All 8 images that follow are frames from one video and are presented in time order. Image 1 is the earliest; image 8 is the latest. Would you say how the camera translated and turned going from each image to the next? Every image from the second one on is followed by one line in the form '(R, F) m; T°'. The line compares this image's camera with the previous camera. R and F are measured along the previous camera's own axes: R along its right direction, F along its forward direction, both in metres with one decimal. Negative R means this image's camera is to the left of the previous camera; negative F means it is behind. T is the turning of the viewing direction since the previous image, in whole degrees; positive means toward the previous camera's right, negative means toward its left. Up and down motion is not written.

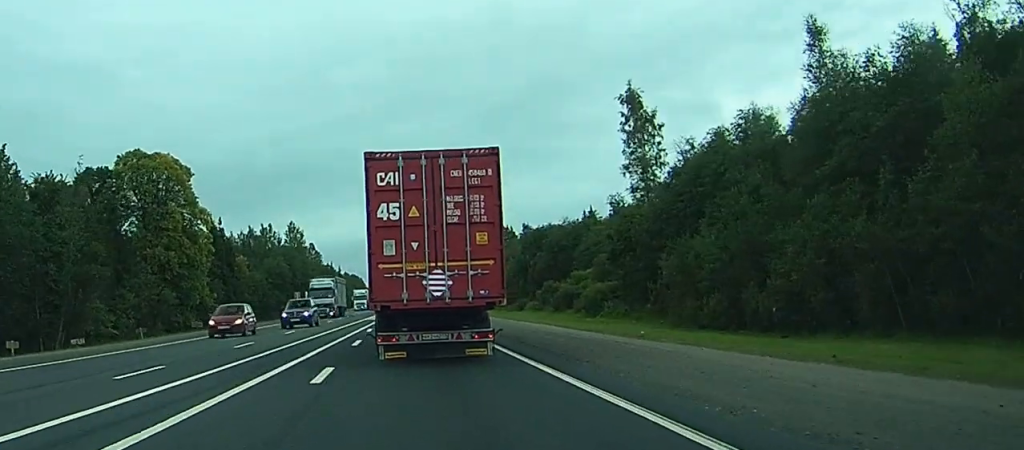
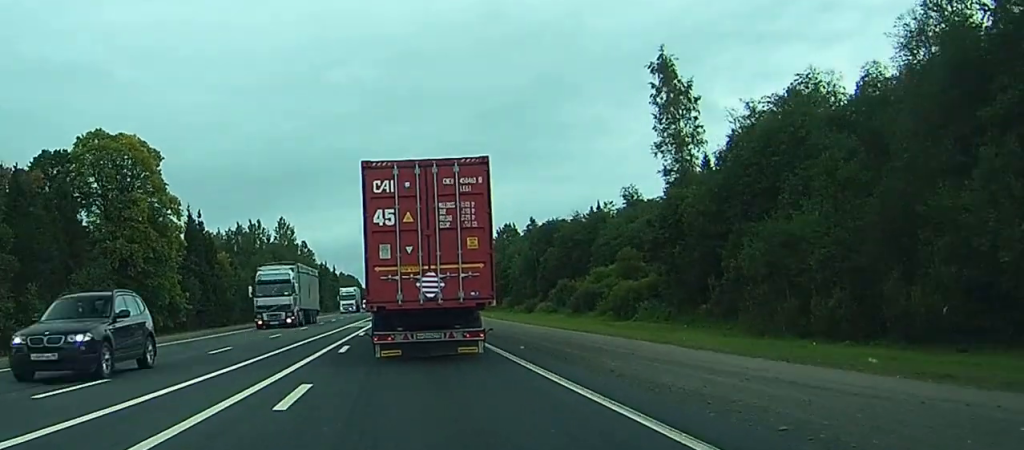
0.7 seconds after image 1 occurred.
(0.0, +15.4) m; 0°
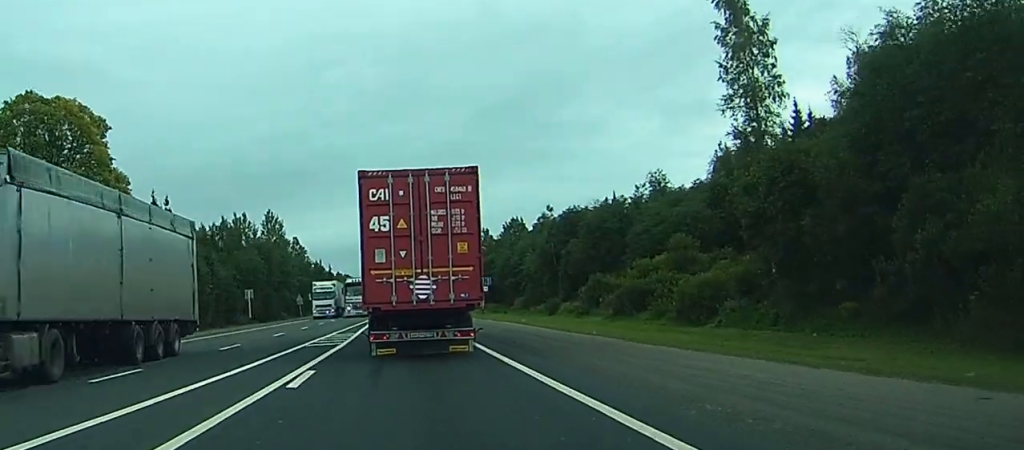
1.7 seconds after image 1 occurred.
(+0.1, +21.2) m; 0°
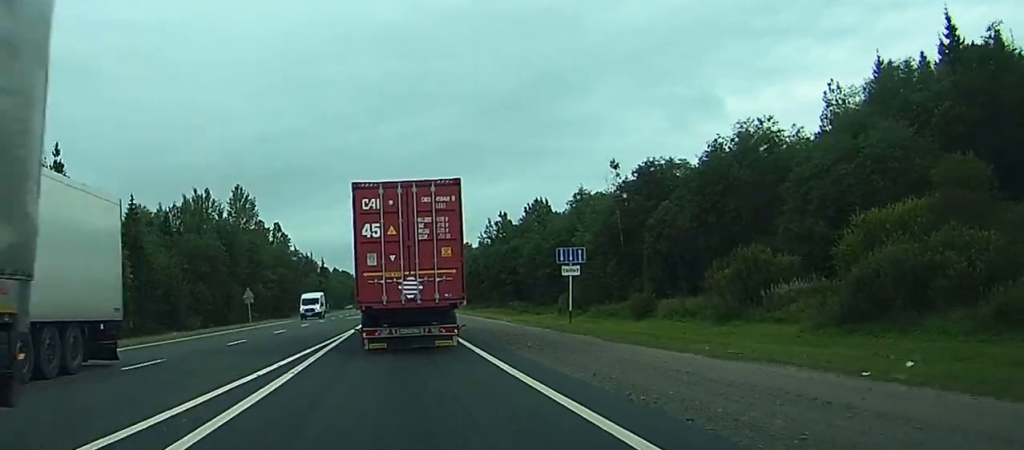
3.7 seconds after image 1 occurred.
(-0.2, +44.8) m; -1°
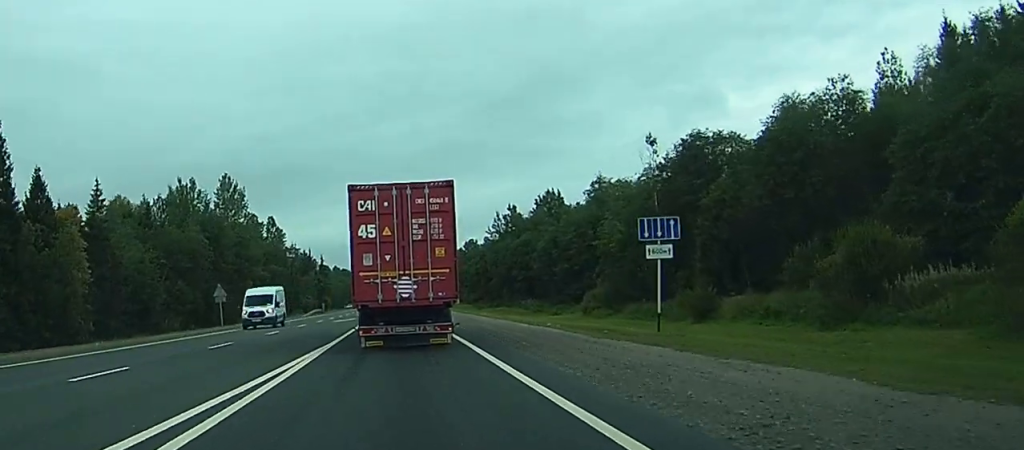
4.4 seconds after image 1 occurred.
(-0.1, +14.8) m; +1°
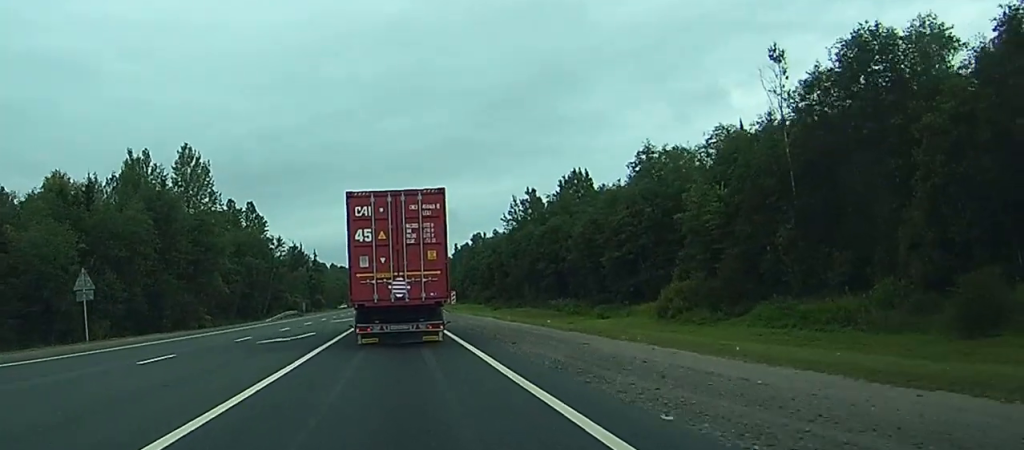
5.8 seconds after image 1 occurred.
(+0.5, +31.7) m; -1°
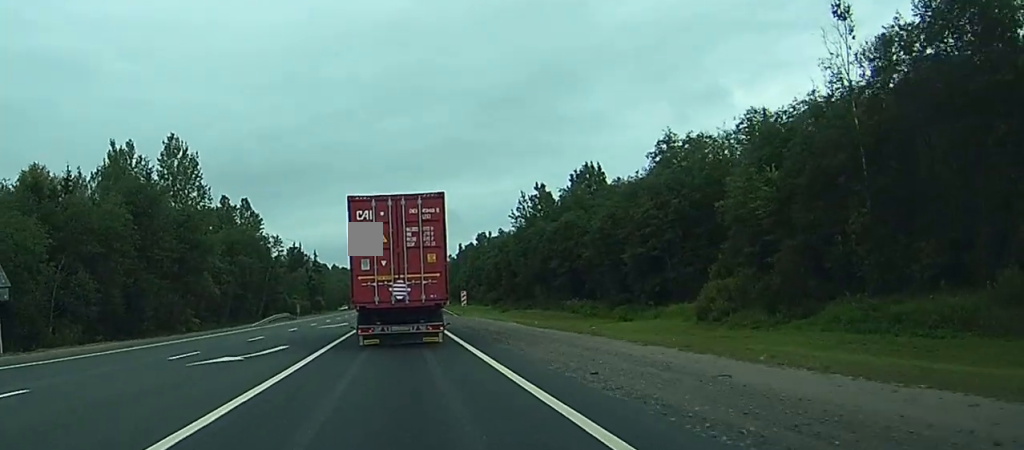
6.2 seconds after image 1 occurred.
(-0.5, +9.5) m; -1°
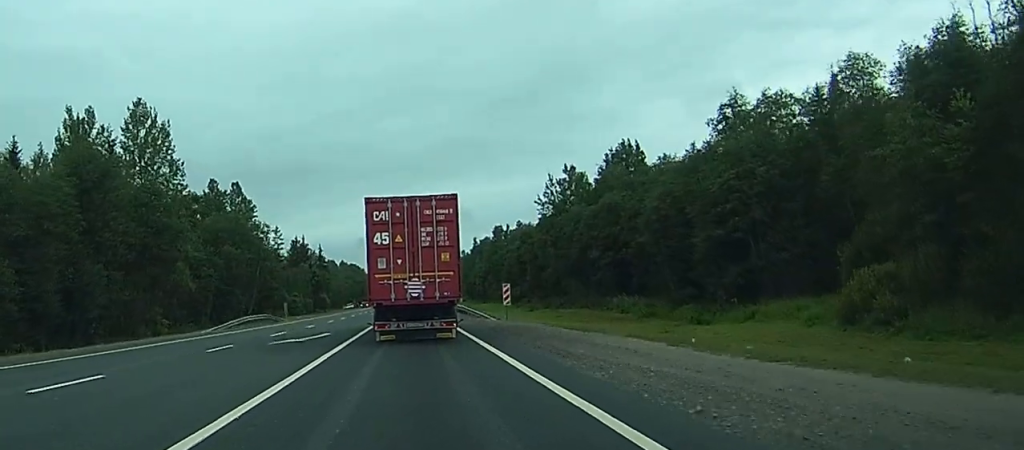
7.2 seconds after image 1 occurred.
(-0.2, +21.3) m; 0°
